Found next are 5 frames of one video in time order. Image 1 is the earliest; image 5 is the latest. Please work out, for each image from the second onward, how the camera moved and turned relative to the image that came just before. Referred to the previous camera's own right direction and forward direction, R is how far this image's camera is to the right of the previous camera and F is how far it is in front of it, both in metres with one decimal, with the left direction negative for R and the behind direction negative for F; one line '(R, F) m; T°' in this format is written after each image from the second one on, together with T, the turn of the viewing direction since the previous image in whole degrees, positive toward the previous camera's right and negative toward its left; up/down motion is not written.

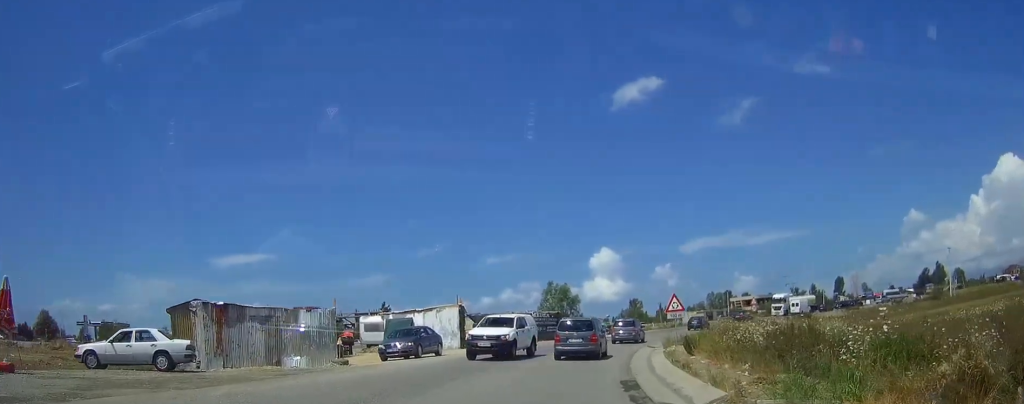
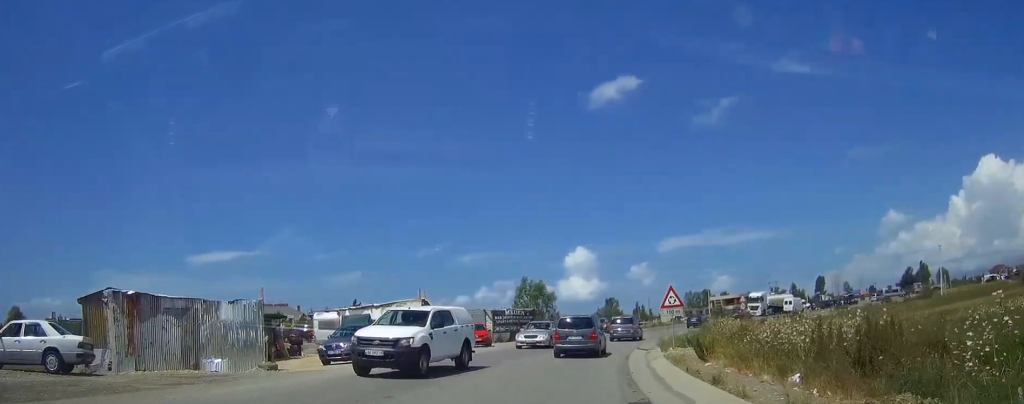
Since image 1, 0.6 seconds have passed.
(0.0, +5.1) m; +1°
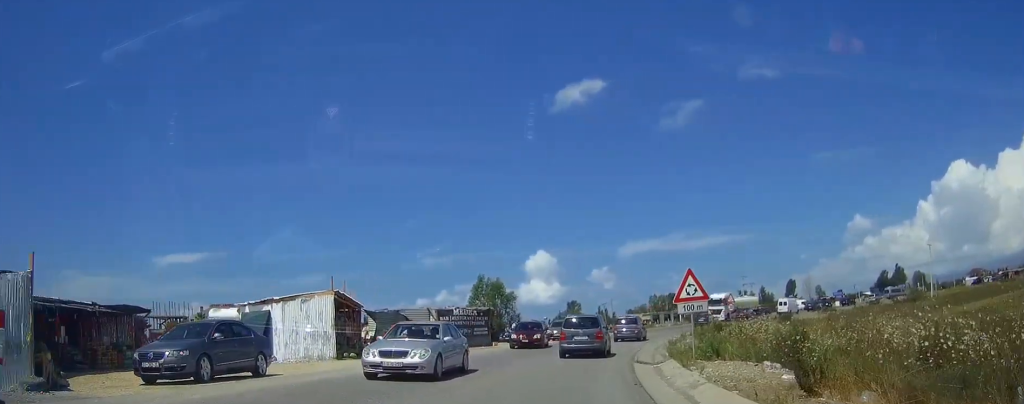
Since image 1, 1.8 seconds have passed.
(+0.1, +9.8) m; +3°
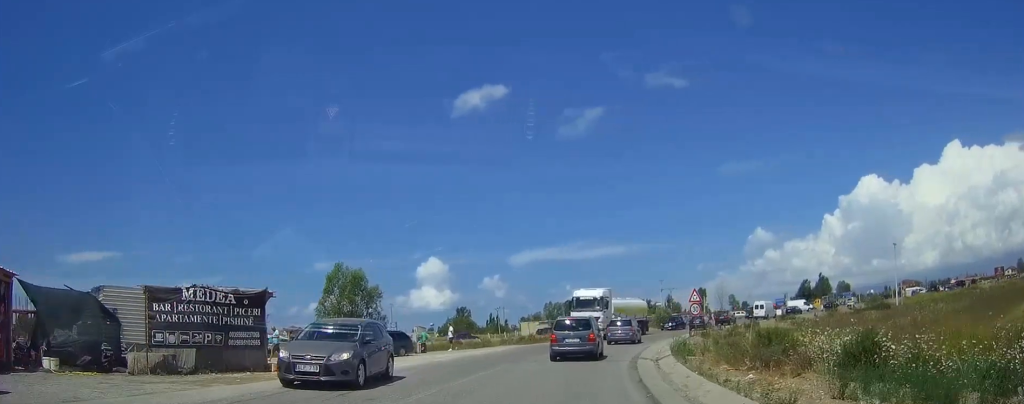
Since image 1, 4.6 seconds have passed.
(+2.0, +22.8) m; +9°
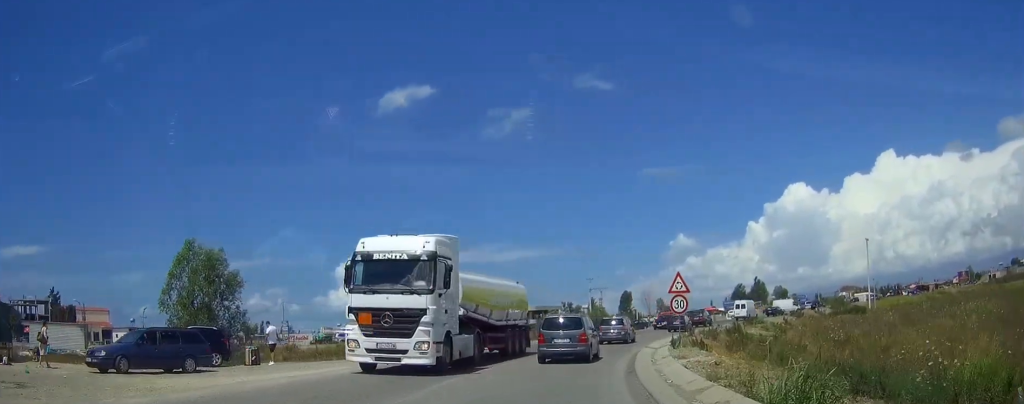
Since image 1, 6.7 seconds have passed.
(+0.5, +16.4) m; +3°
